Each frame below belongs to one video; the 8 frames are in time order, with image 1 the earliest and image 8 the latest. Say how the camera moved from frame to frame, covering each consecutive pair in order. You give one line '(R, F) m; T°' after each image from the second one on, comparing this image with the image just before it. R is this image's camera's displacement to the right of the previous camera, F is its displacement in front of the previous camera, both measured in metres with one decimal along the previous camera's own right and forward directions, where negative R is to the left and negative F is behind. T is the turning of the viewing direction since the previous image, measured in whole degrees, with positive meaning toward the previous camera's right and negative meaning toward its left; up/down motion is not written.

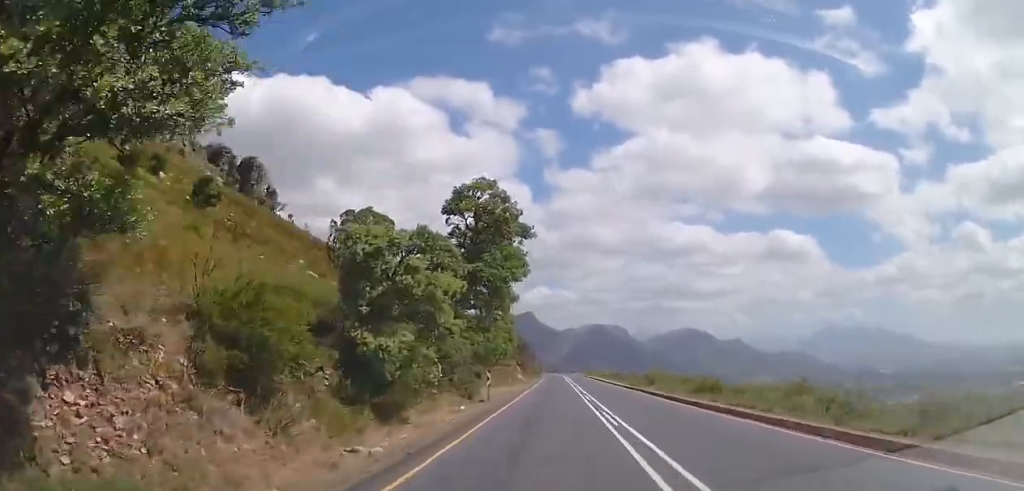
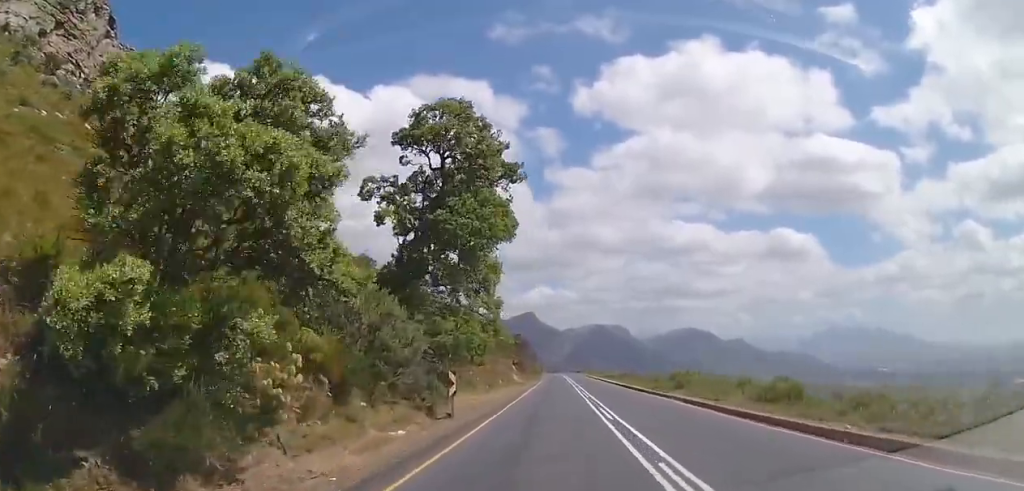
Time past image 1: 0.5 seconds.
(0.0, +9.7) m; 0°
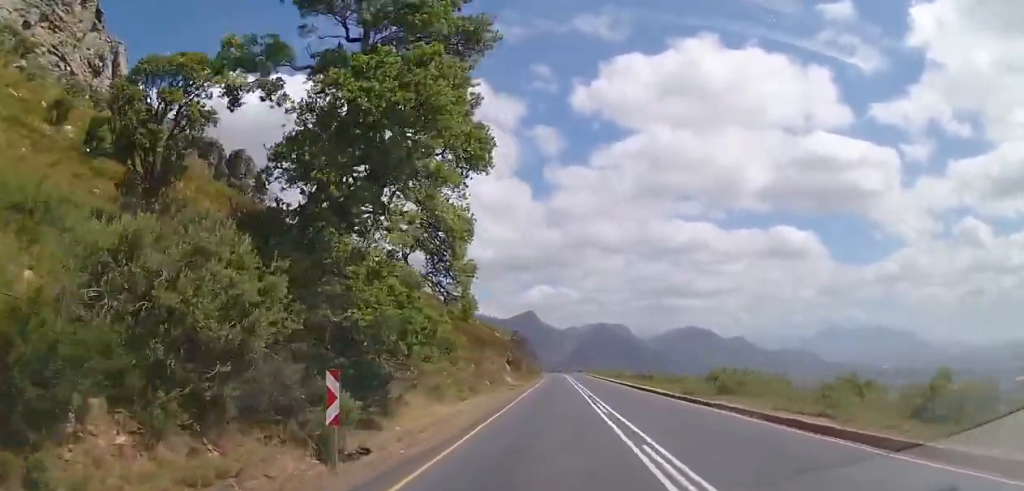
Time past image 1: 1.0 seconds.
(0.0, +9.7) m; 0°
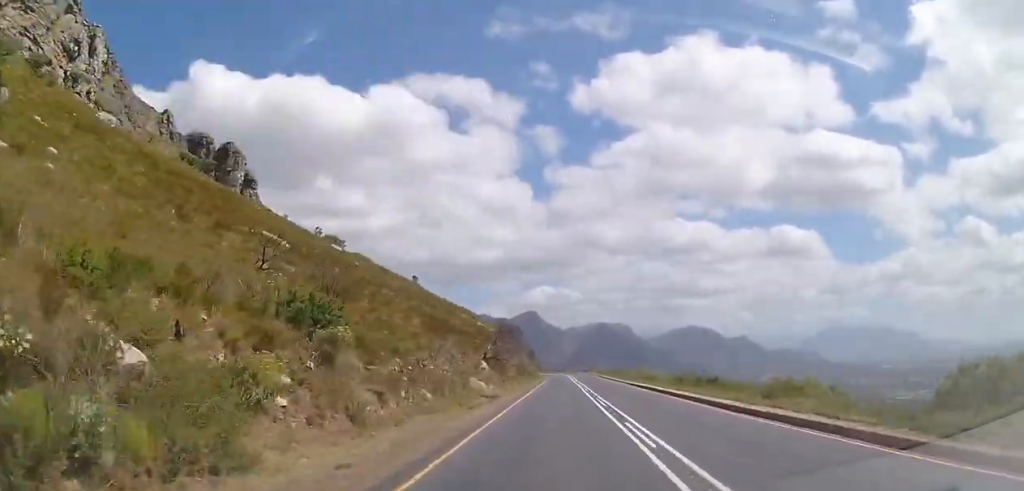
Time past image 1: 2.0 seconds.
(0.0, +20.1) m; 0°
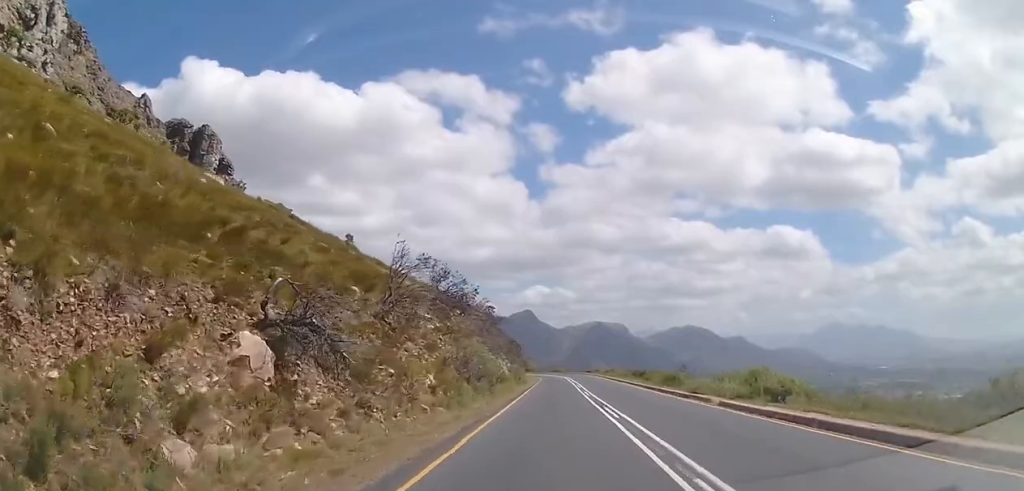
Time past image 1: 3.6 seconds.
(-0.1, +30.9) m; 0°
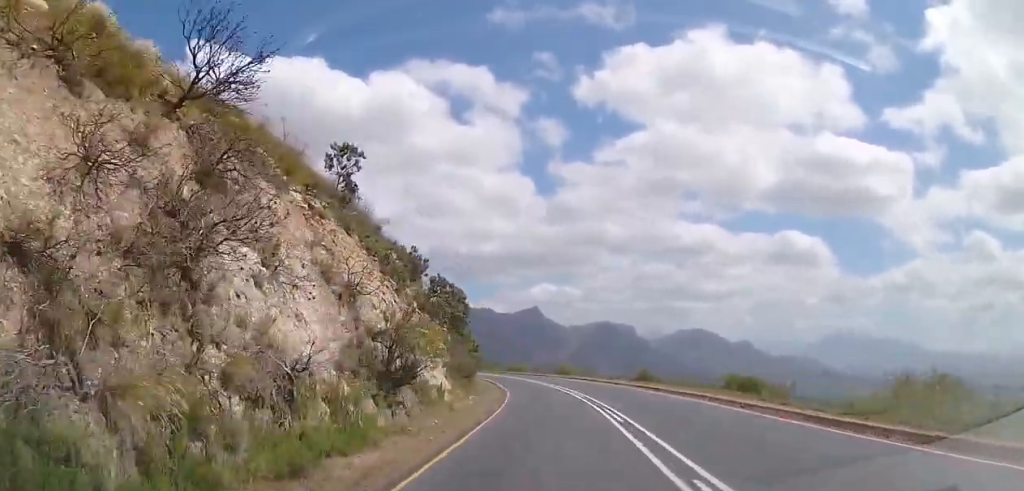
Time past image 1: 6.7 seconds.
(-0.4, +62.2) m; -2°
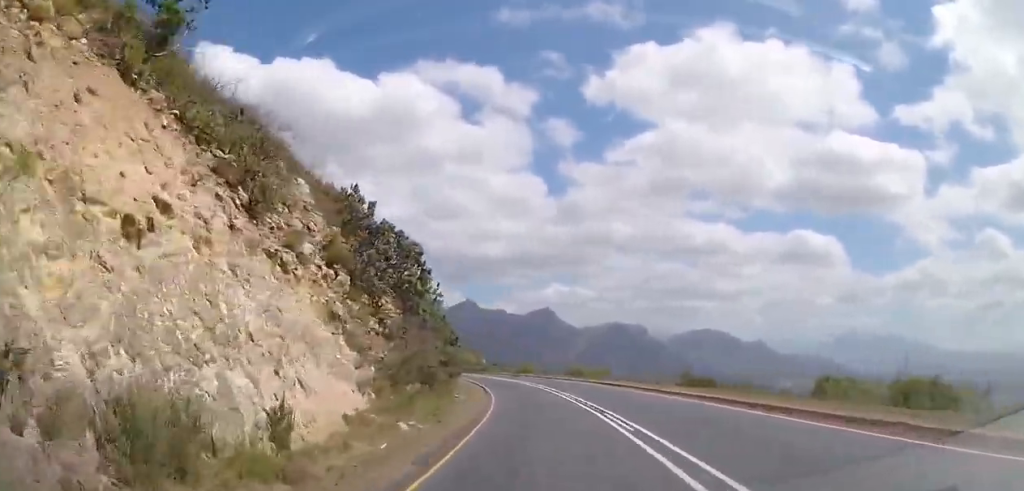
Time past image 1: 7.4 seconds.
(-0.2, +14.2) m; -2°
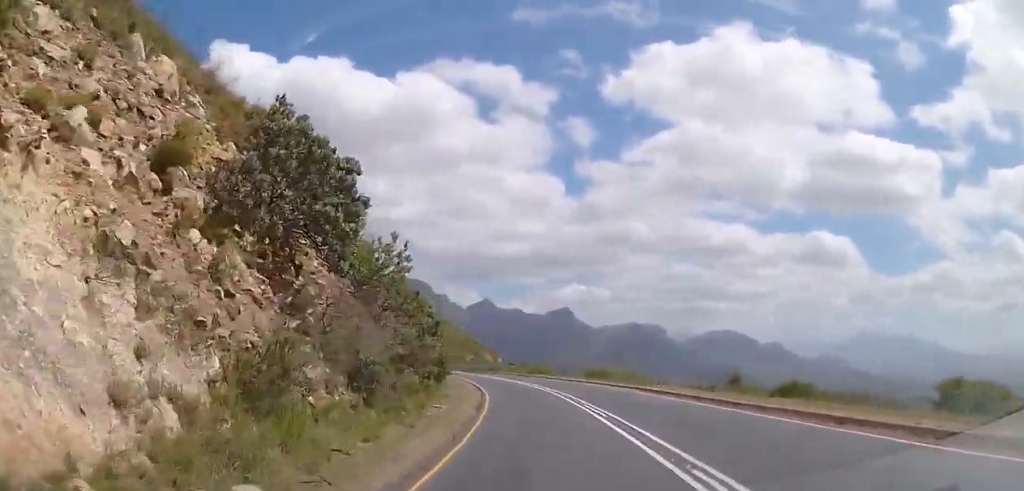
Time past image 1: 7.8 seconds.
(-0.2, +9.4) m; -1°
